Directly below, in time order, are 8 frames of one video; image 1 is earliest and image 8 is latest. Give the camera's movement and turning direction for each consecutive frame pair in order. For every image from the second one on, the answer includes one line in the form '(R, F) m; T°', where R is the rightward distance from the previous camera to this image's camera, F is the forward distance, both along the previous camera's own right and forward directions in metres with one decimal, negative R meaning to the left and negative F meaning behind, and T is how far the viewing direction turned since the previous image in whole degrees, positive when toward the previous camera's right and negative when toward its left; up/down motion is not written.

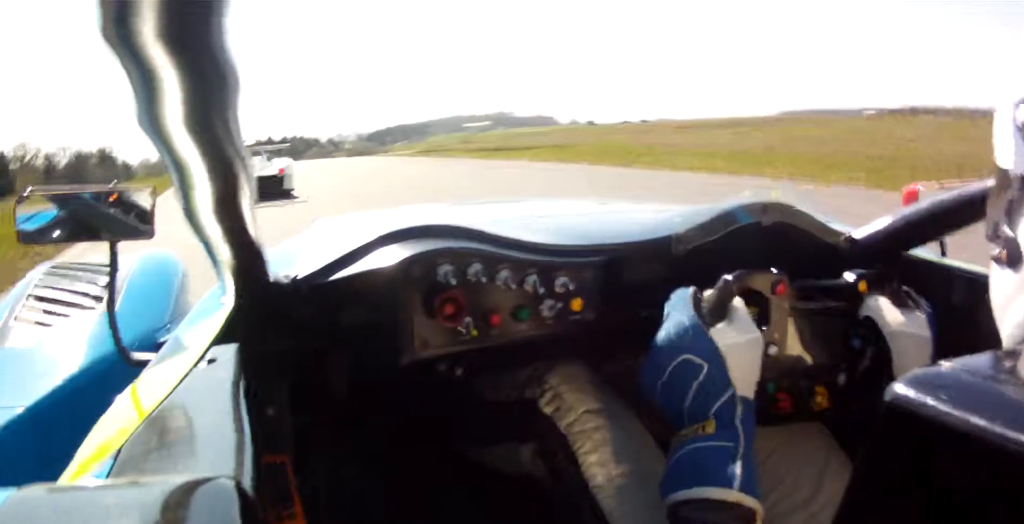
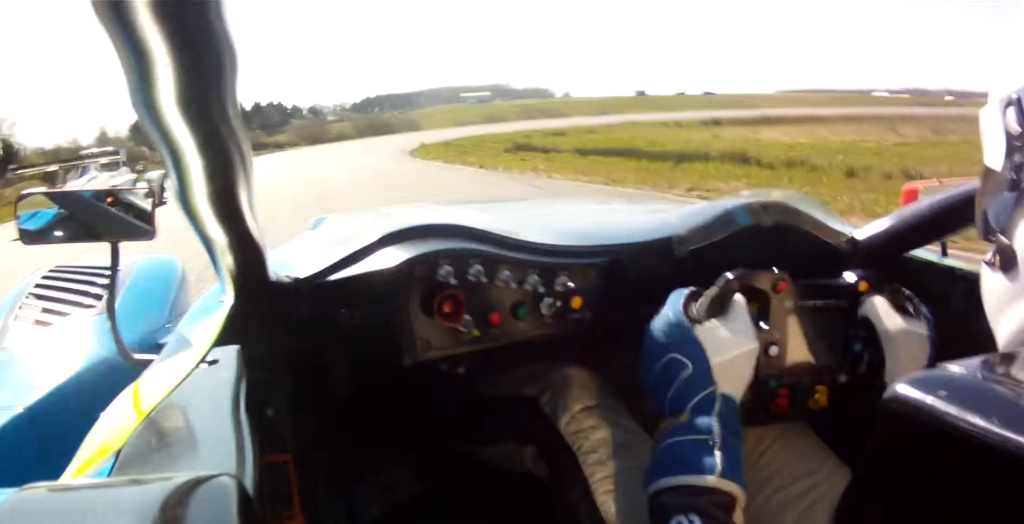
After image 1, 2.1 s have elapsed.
(+13.8, +81.8) m; +12°
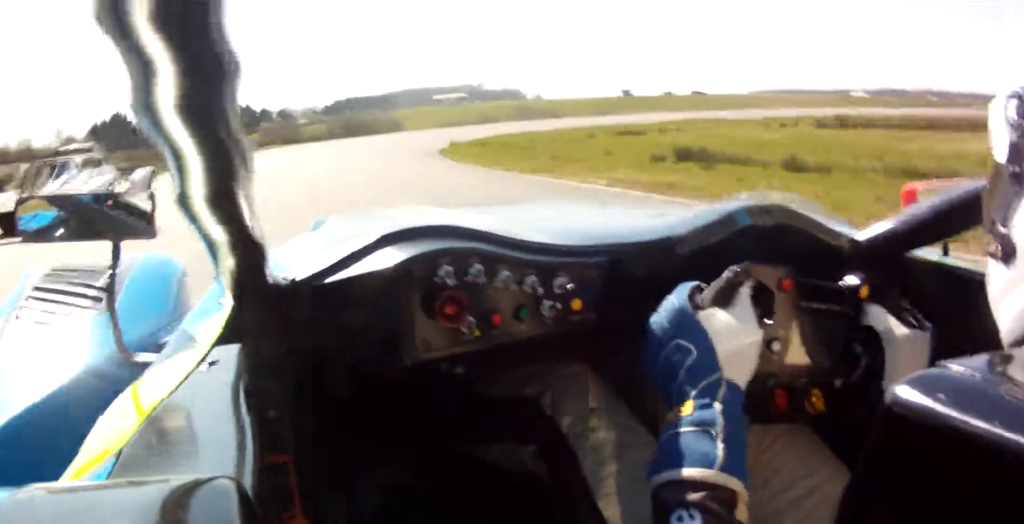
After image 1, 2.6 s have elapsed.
(+0.4, +14.4) m; +4°
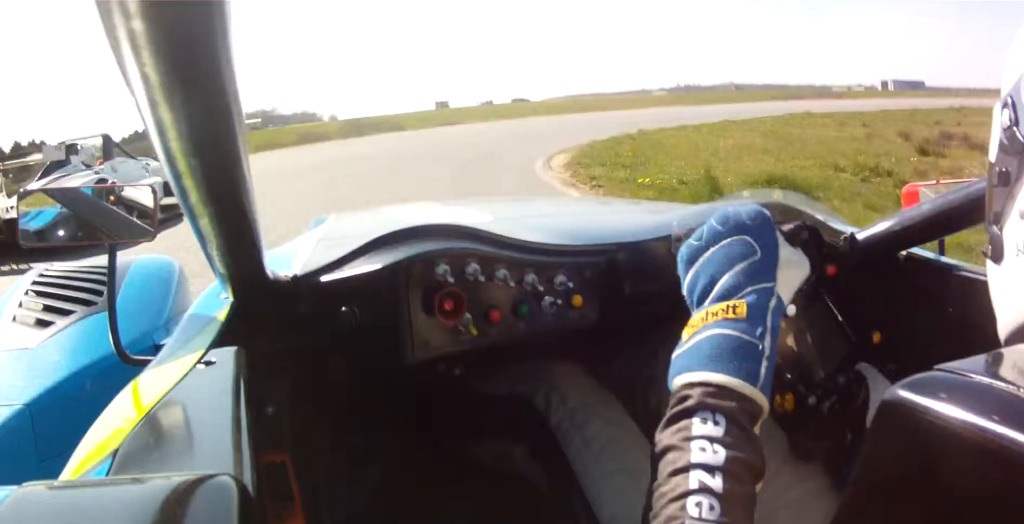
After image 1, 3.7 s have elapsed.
(+2.5, +30.6) m; +16°
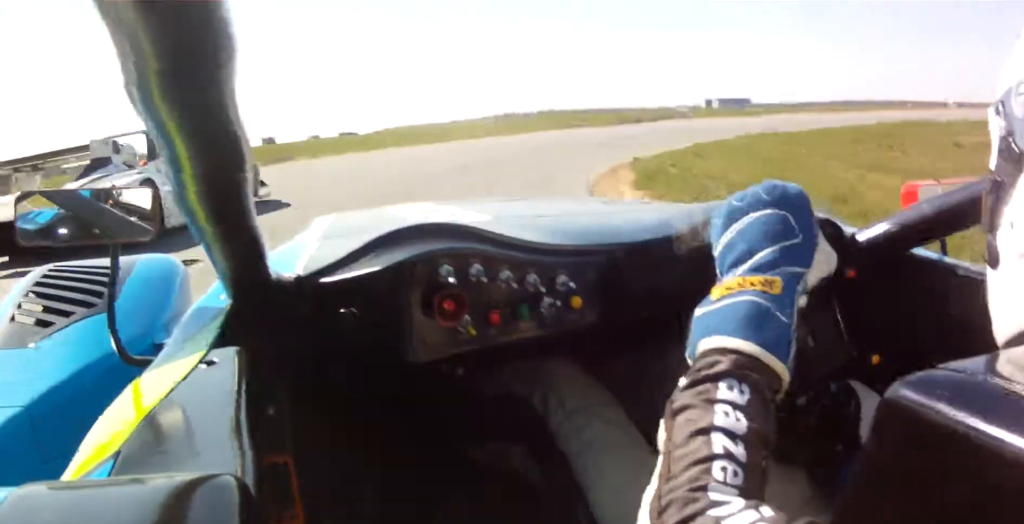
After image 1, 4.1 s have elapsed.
(-0.2, +9.5) m; +10°
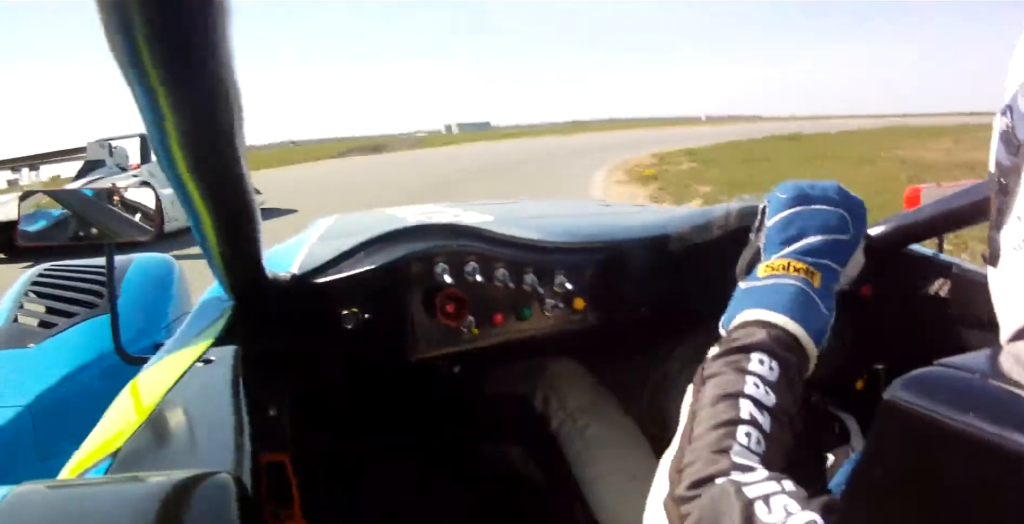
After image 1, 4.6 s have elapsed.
(+1.8, +9.8) m; +19°
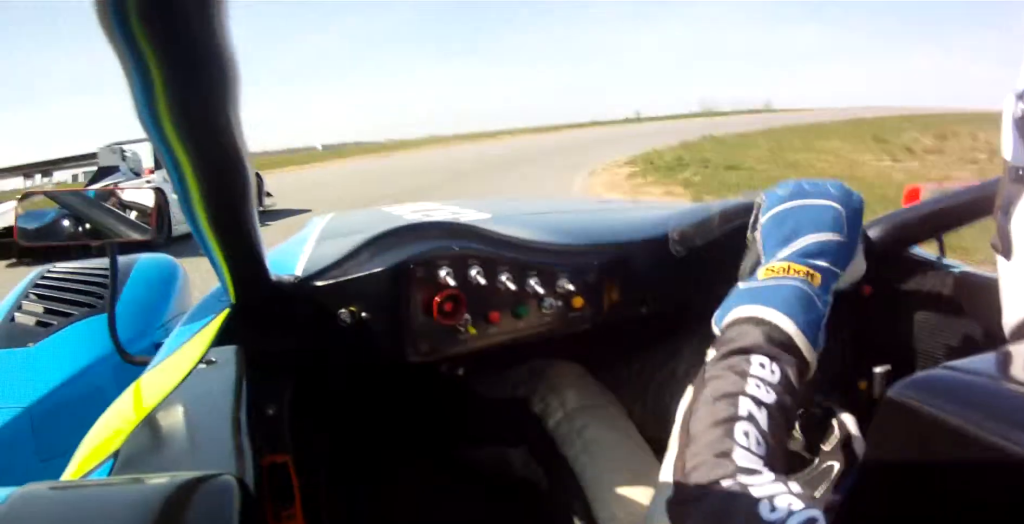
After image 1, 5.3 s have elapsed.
(+3.2, +14.3) m; +30°
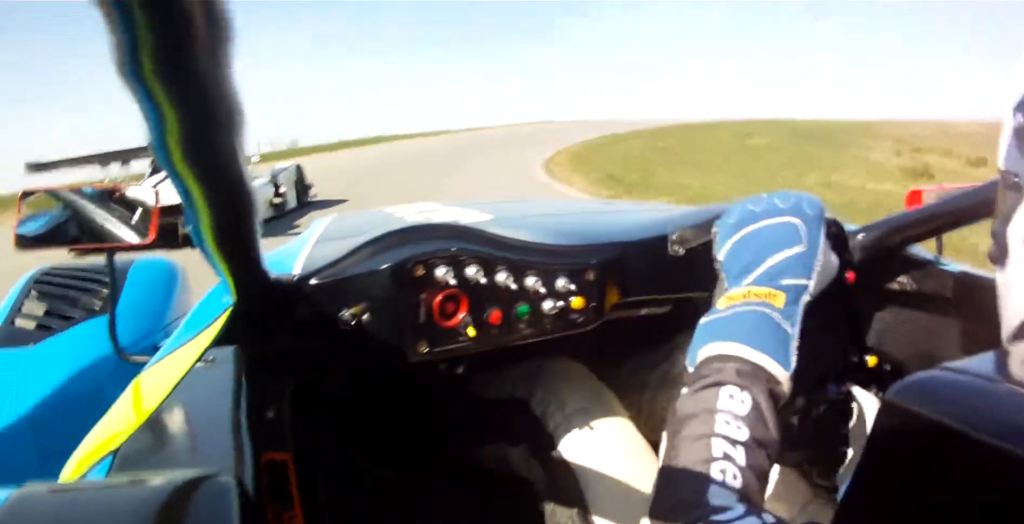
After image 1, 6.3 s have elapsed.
(+8.6, +21.2) m; +36°
